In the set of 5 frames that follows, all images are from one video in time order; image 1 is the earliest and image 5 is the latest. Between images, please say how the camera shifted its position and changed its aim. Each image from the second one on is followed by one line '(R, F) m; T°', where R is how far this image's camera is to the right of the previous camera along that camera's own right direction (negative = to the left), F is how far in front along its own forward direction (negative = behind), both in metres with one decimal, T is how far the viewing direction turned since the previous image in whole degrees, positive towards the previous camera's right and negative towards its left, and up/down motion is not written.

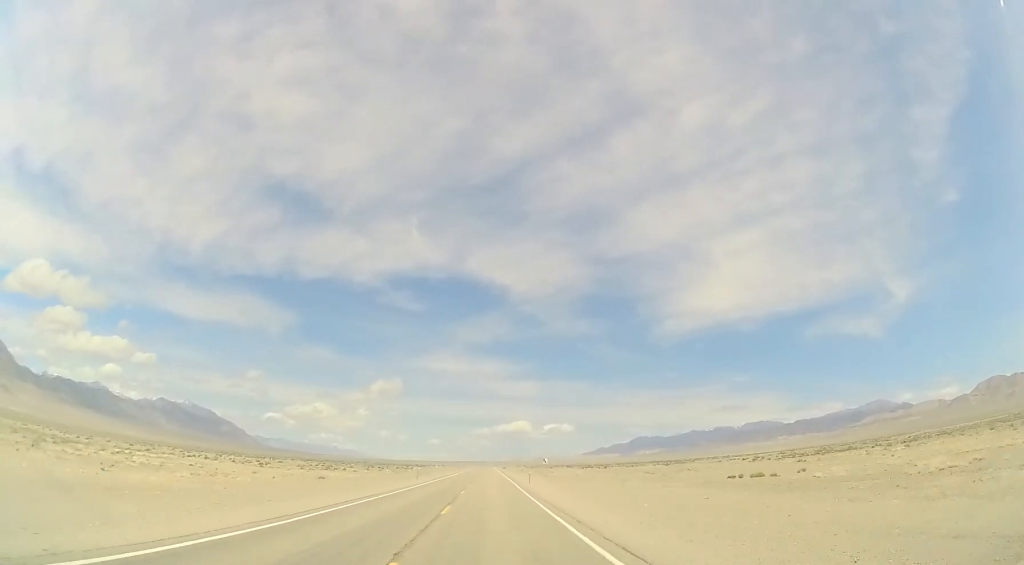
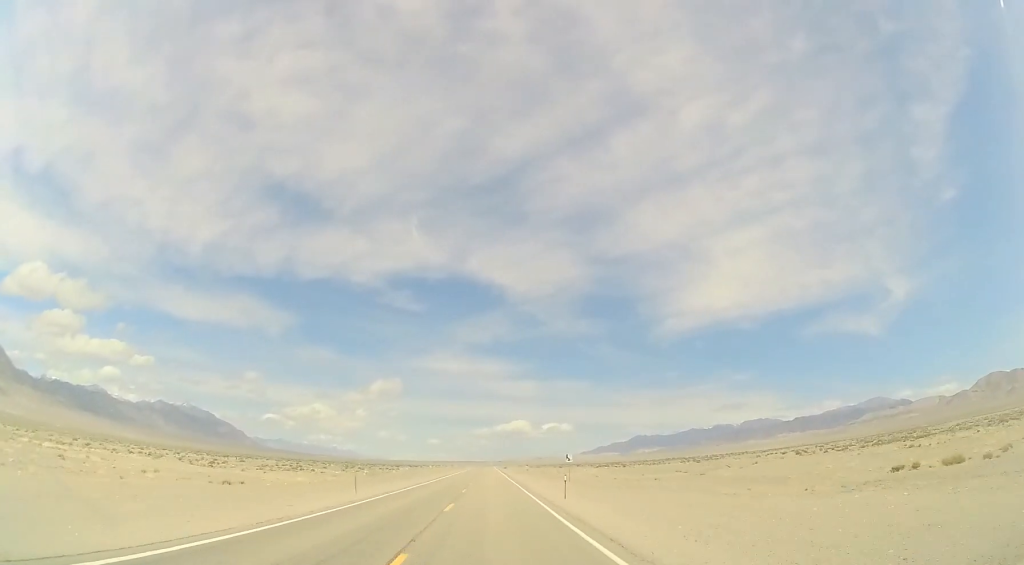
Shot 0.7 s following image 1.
(+0.1, +23.4) m; 0°
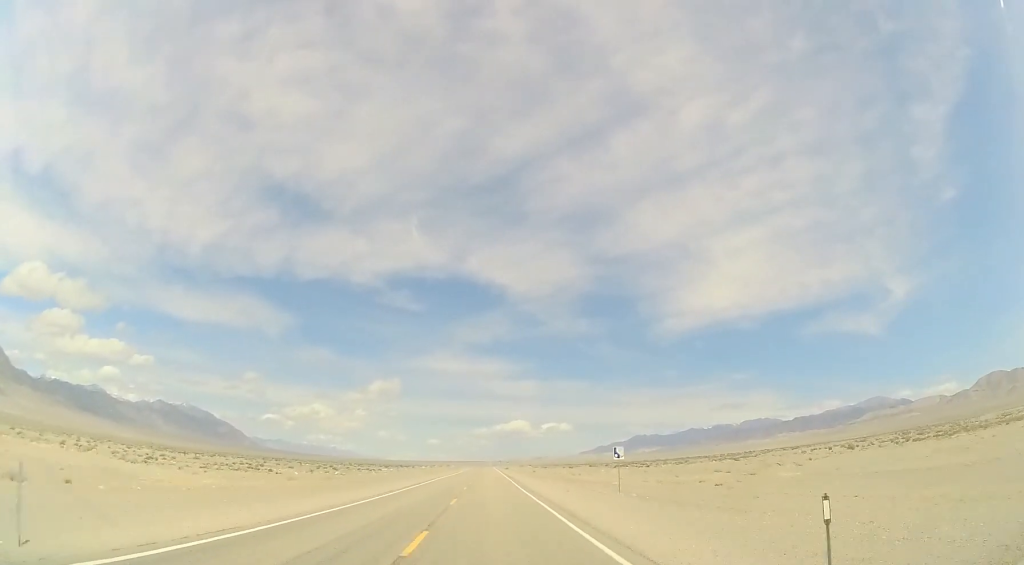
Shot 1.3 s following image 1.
(+0.3, +21.2) m; 0°
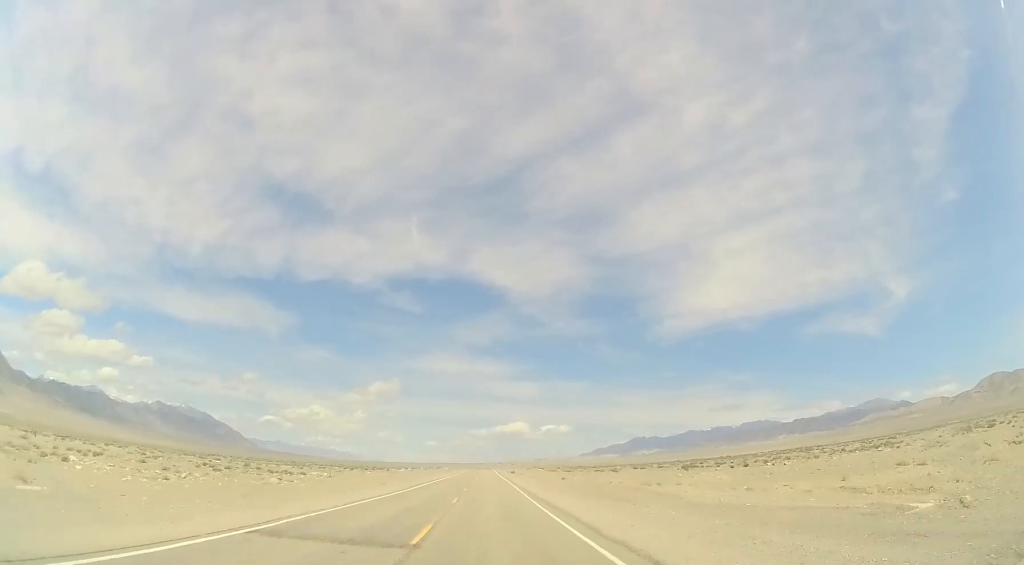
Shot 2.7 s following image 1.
(-0.4, +47.0) m; 0°
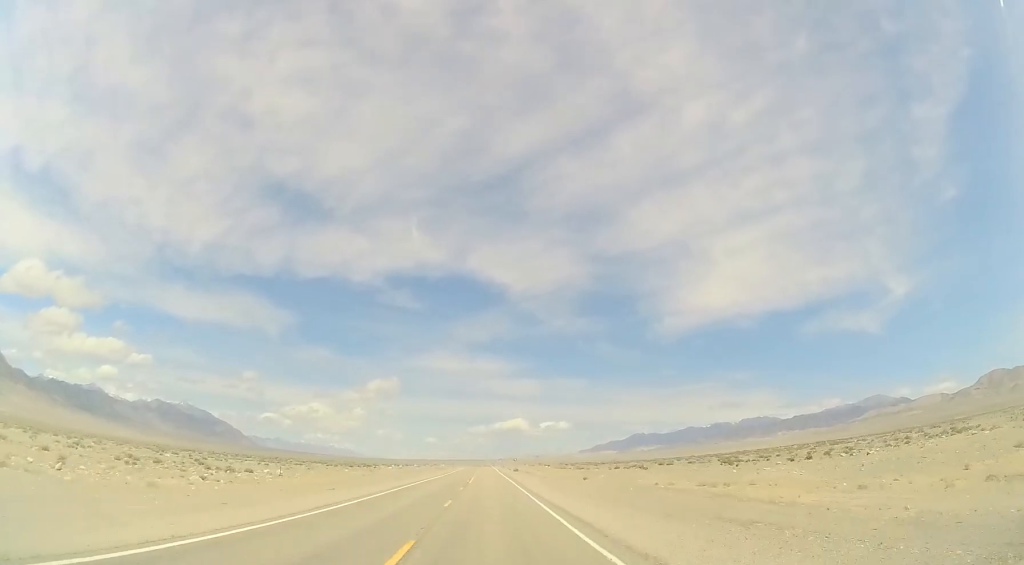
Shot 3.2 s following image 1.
(+0.1, +15.6) m; 0°
